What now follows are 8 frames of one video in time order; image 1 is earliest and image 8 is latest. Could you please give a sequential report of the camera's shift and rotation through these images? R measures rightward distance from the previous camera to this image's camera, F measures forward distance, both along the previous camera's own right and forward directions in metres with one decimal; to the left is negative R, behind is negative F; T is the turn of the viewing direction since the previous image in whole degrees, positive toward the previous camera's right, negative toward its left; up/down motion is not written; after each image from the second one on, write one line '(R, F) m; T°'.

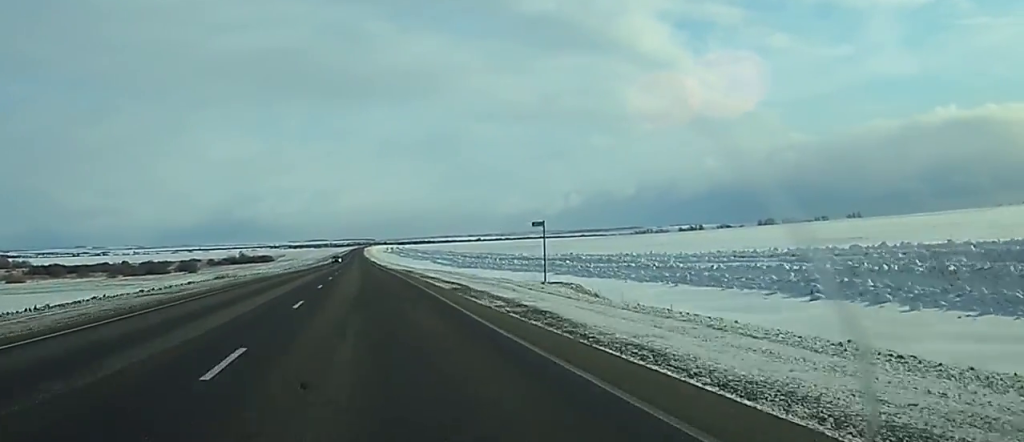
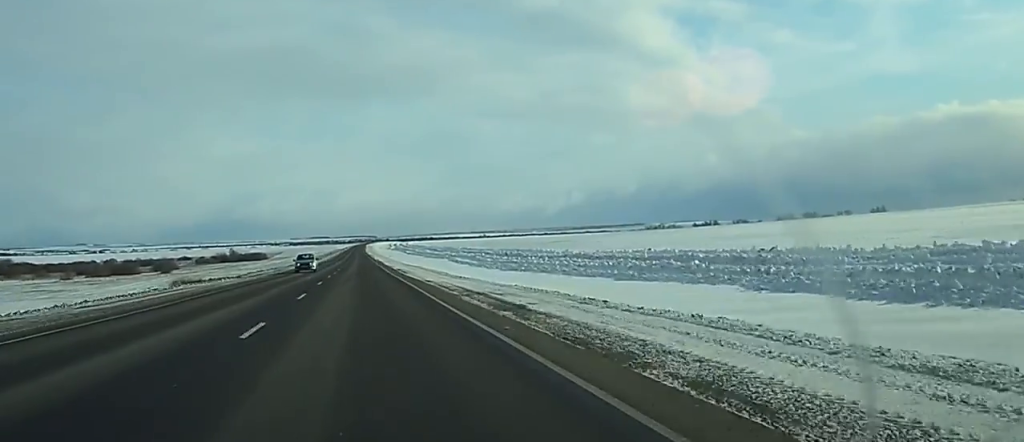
(+0.4, +43.3) m; +1°
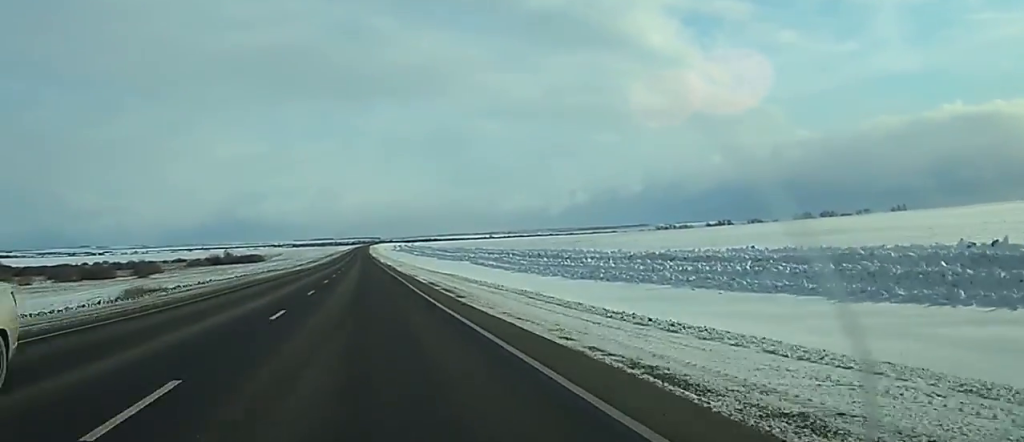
(-0.1, +30.8) m; 0°
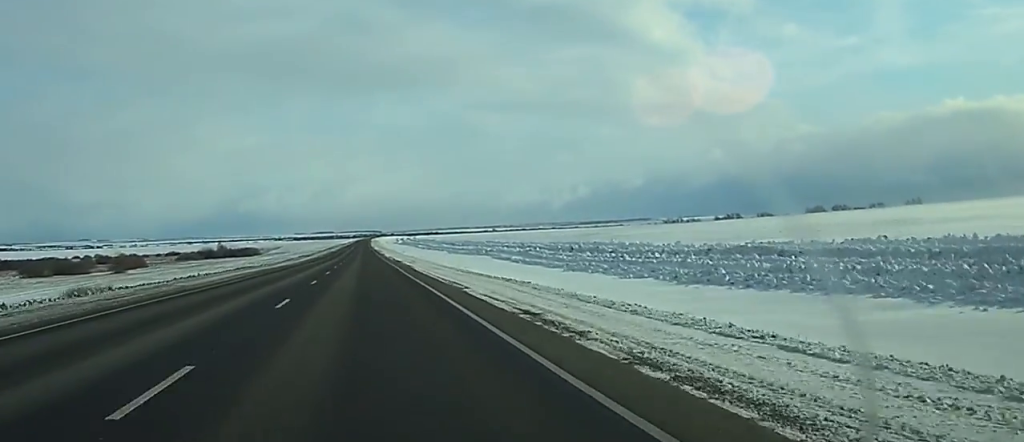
(+0.1, +23.1) m; 0°
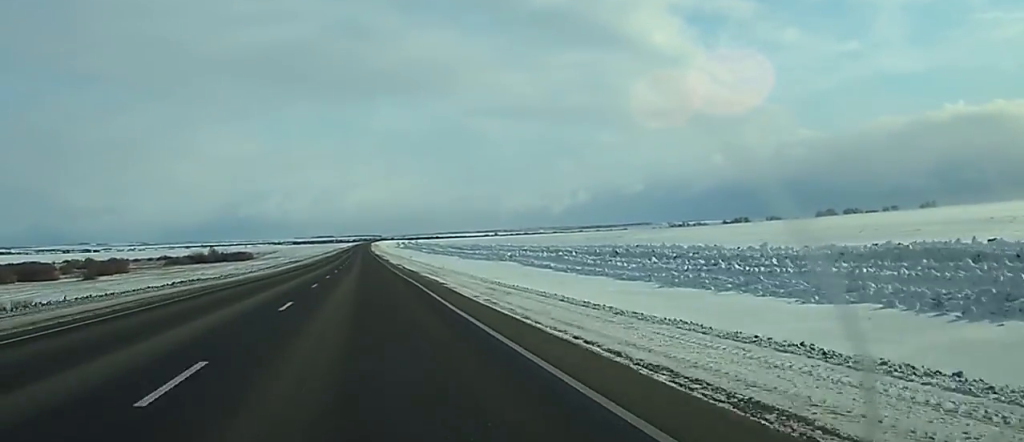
(+0.1, +23.2) m; 0°
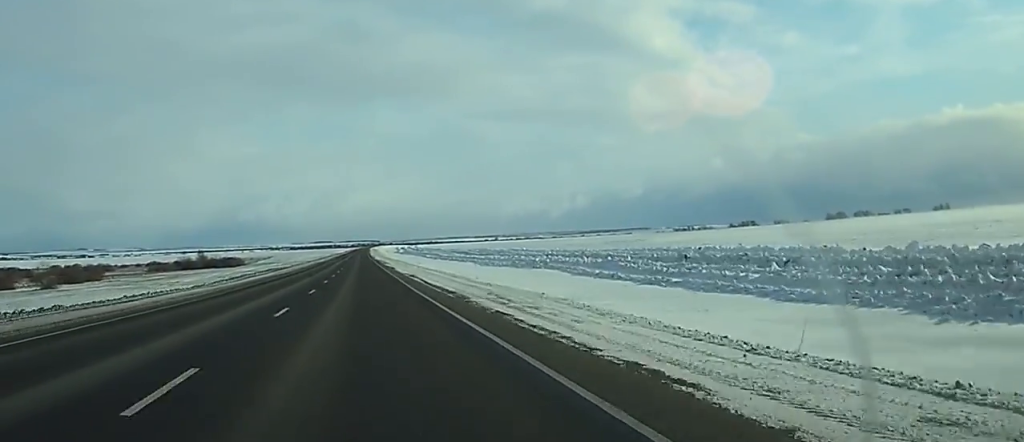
(-0.1, +24.2) m; -1°
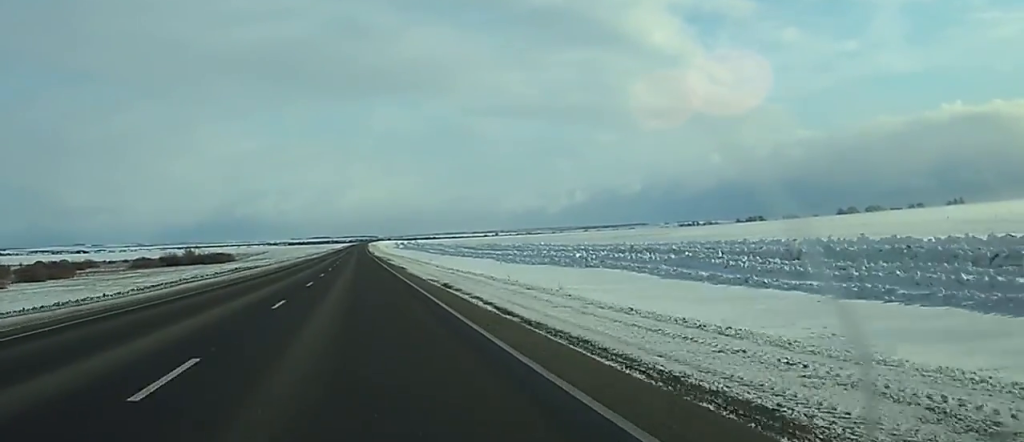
(-0.1, +23.3) m; 0°
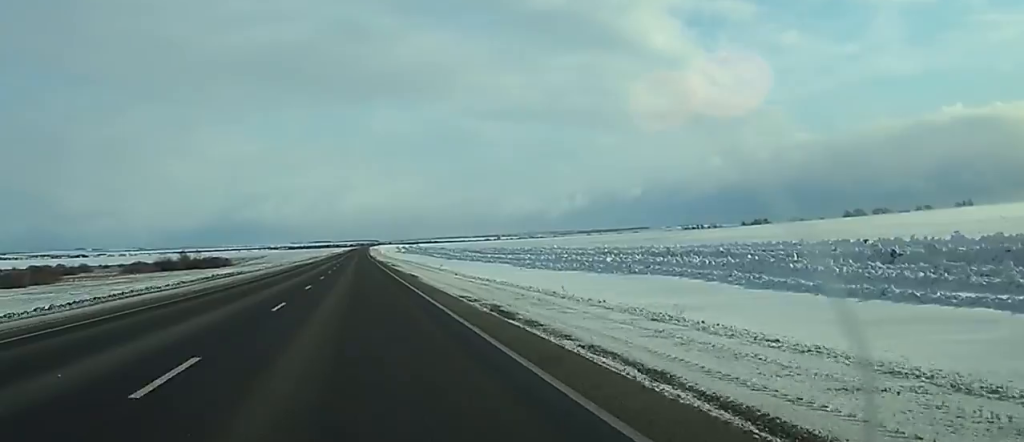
(0.0, +11.7) m; 0°
